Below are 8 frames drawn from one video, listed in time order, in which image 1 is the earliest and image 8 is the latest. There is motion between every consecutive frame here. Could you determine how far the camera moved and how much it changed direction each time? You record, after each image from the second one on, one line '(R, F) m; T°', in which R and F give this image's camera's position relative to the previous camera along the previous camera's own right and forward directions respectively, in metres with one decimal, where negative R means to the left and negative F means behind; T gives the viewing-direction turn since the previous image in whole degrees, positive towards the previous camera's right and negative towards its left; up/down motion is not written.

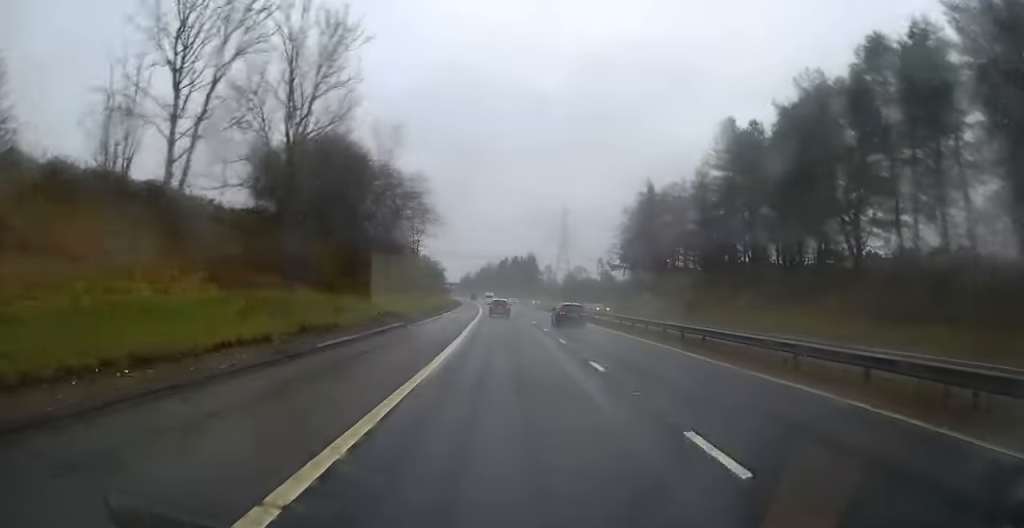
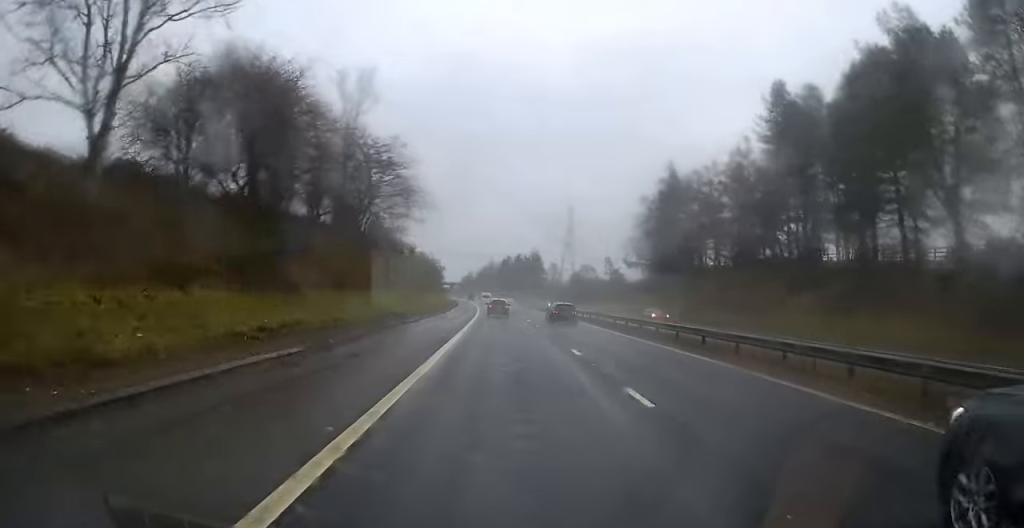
(0.0, +13.9) m; 0°
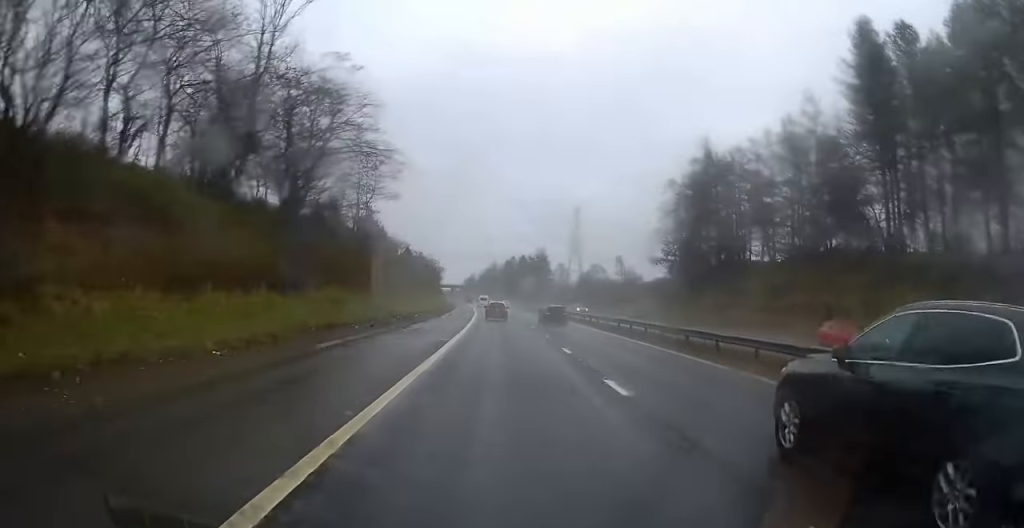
(-0.1, +16.4) m; 0°
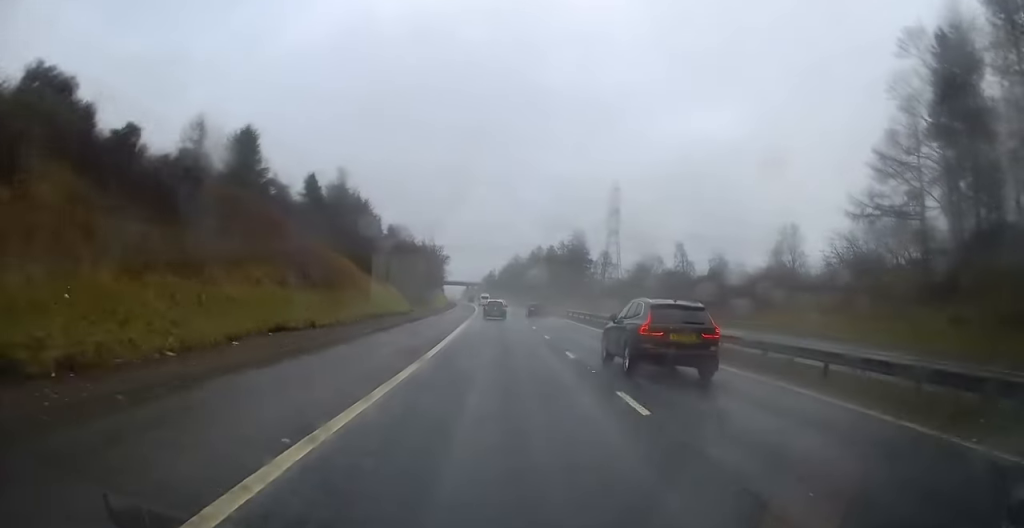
(-0.7, +55.4) m; -2°
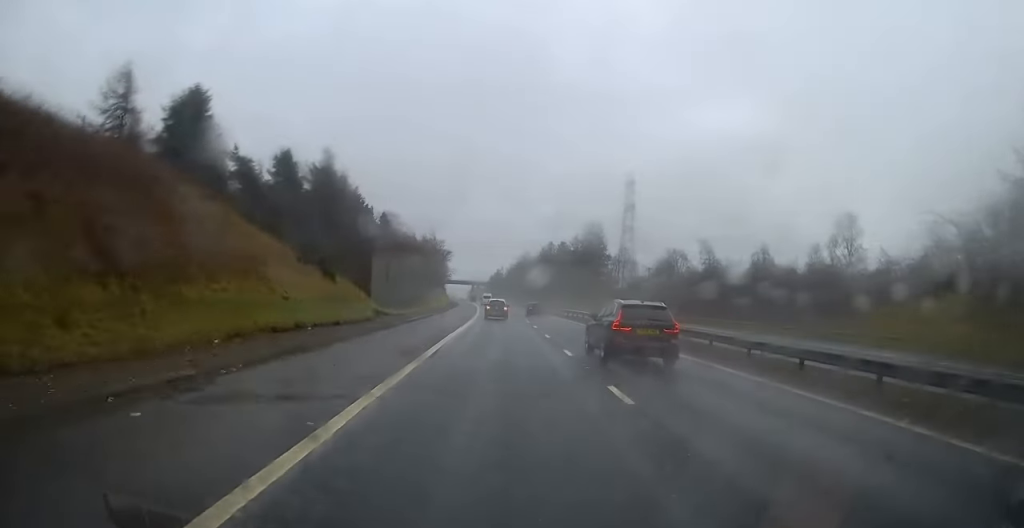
(-0.1, +16.7) m; -1°
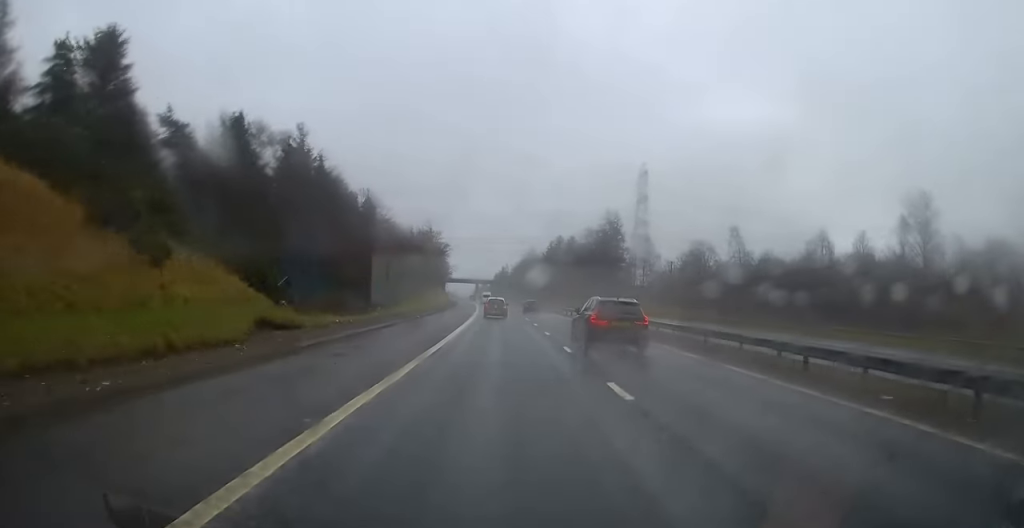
(-0.1, +17.5) m; -1°
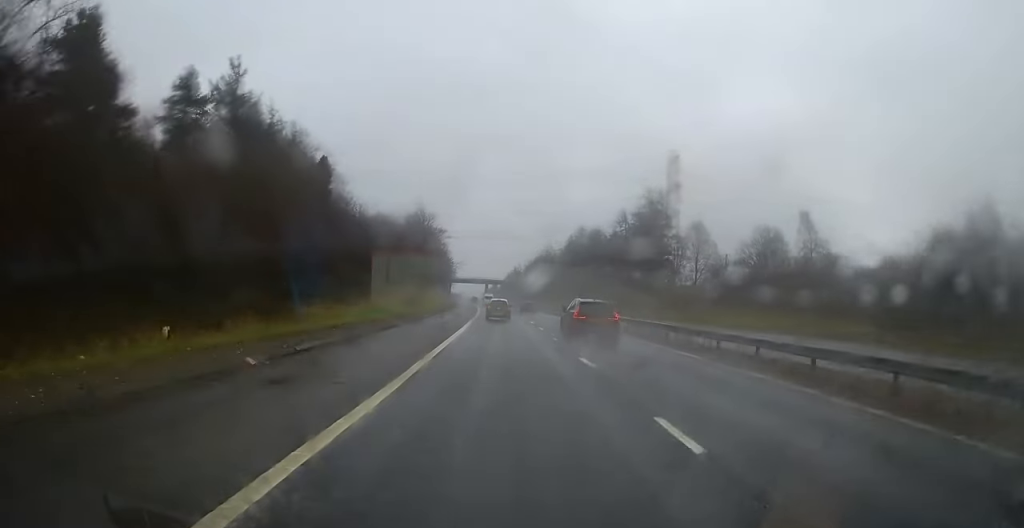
(-0.2, +29.9) m; -1°
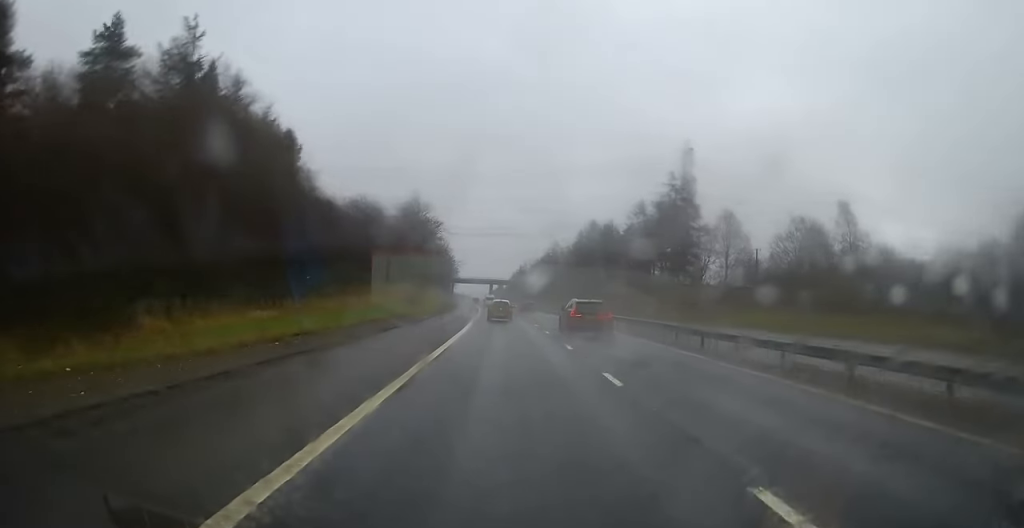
(0.0, +12.4) m; 0°
